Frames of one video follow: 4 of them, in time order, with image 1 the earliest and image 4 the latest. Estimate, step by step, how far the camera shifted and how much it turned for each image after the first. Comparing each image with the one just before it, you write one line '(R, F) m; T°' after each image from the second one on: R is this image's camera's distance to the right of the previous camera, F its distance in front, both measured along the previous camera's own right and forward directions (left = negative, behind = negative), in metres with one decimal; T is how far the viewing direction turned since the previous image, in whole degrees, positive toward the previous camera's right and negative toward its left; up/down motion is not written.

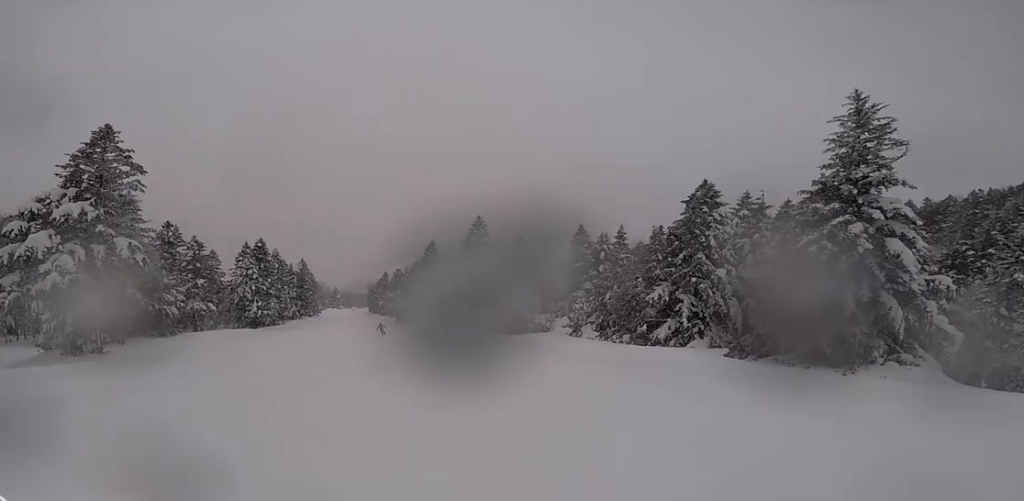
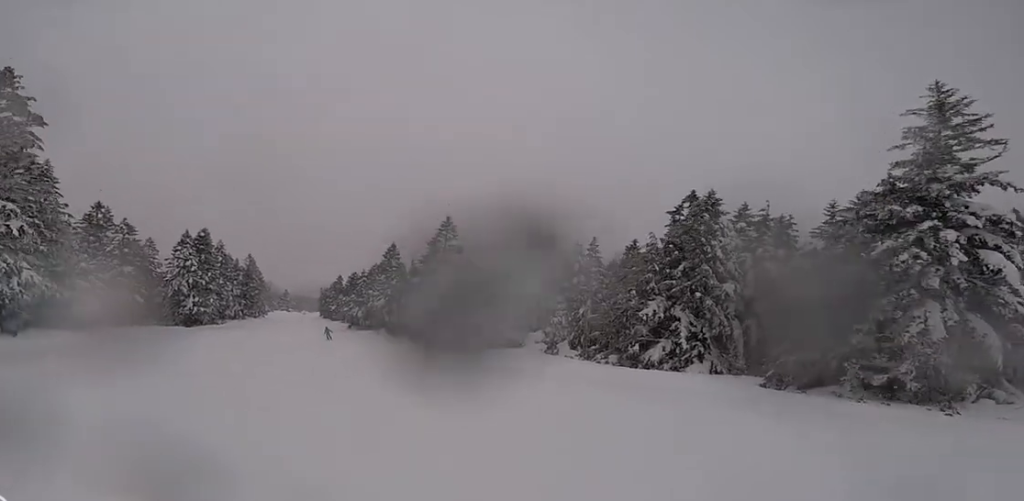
(0.0, +4.6) m; 0°
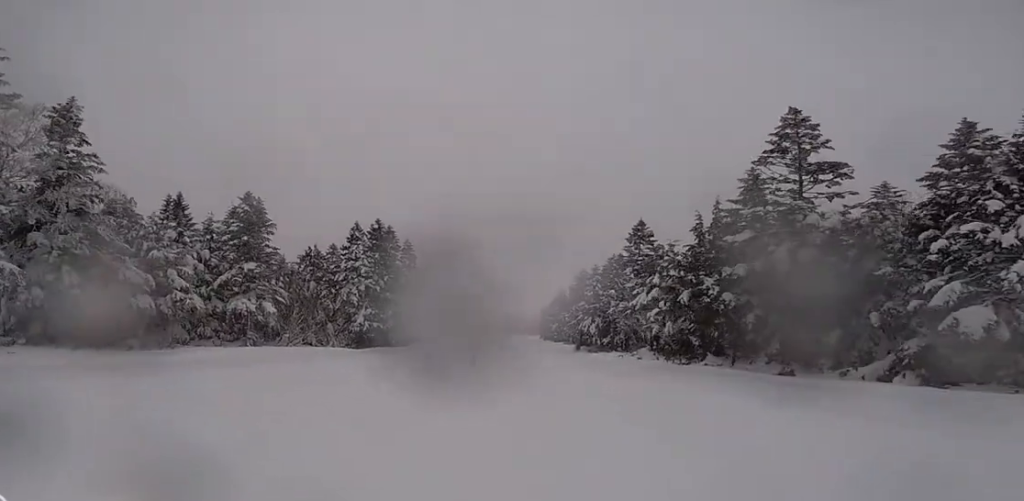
(-1.9, +24.7) m; -11°
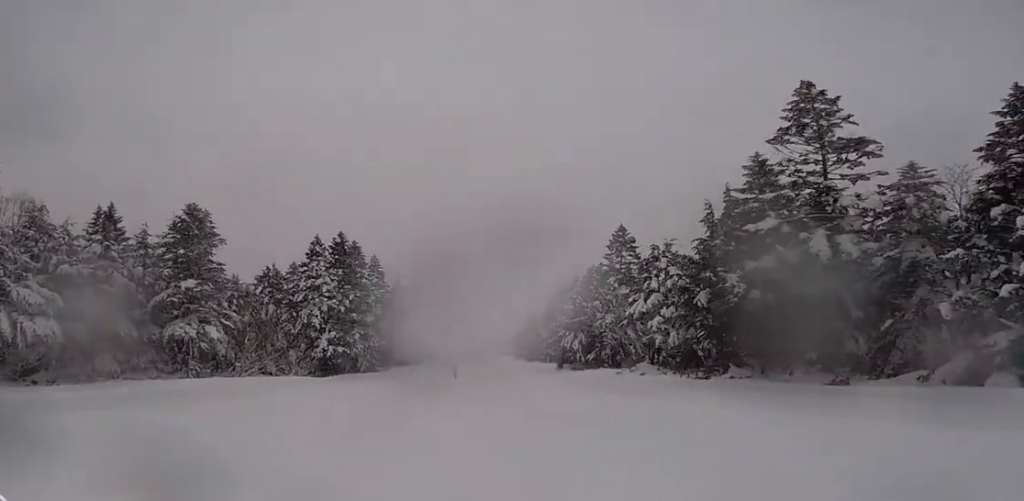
(0.0, +4.3) m; 0°
